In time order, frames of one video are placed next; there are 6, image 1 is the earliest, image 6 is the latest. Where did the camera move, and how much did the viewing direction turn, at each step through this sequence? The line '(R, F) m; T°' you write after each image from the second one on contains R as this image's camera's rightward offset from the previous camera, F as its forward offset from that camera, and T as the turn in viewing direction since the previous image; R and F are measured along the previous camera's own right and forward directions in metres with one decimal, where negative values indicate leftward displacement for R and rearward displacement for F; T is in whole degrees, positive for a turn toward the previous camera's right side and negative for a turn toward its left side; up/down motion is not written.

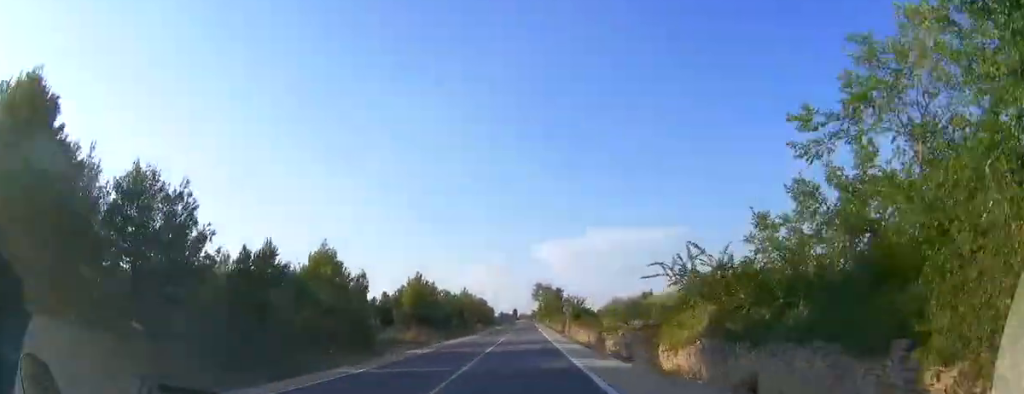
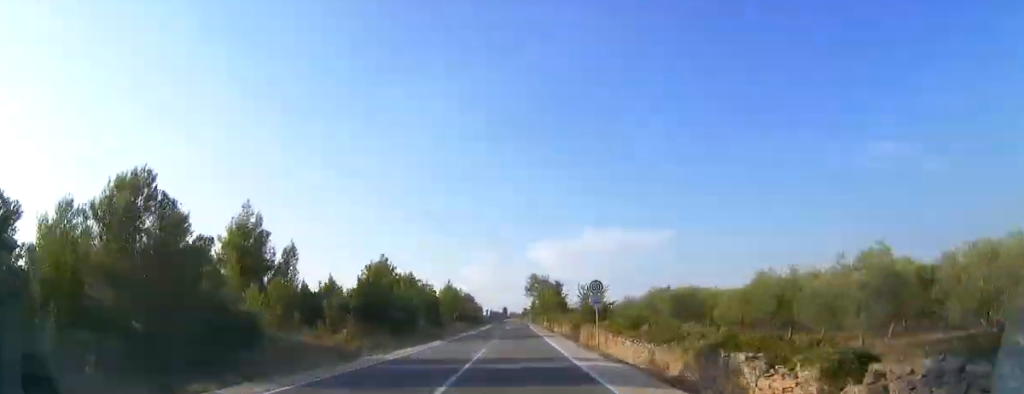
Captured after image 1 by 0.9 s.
(+0.4, +18.1) m; +1°
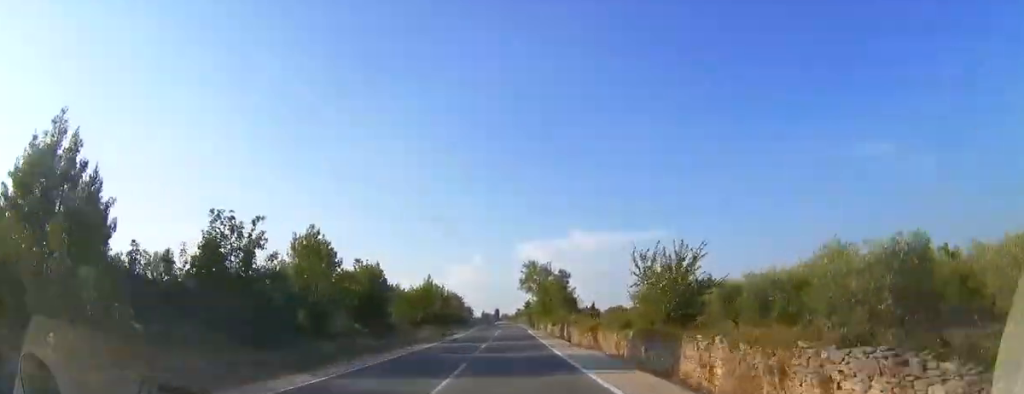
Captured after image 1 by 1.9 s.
(+0.4, +22.2) m; +1°
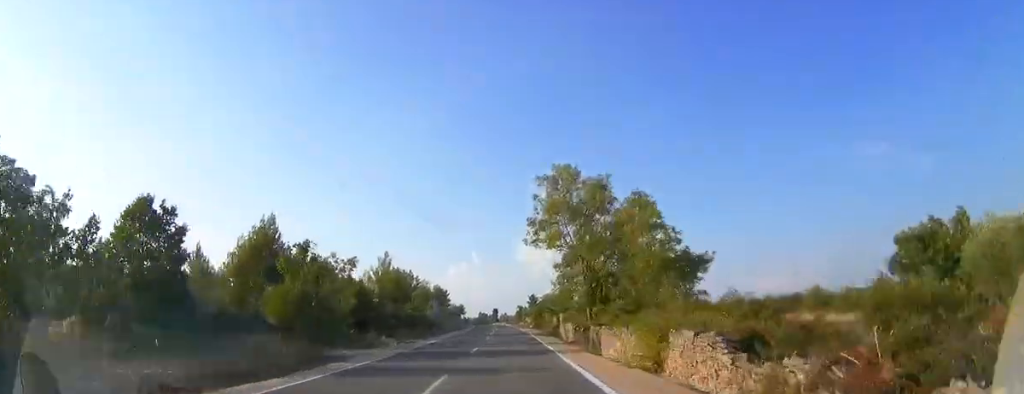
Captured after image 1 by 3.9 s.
(+0.6, +41.6) m; +1°
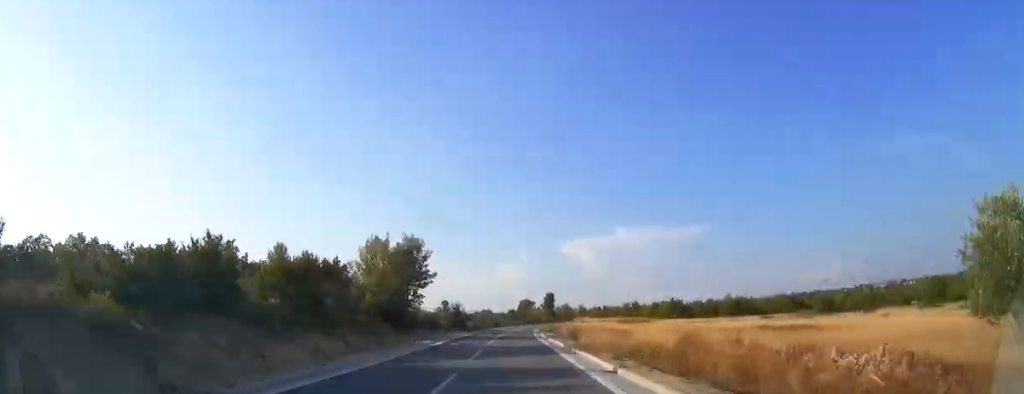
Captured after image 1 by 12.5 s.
(-6.0, +175.6) m; -3°
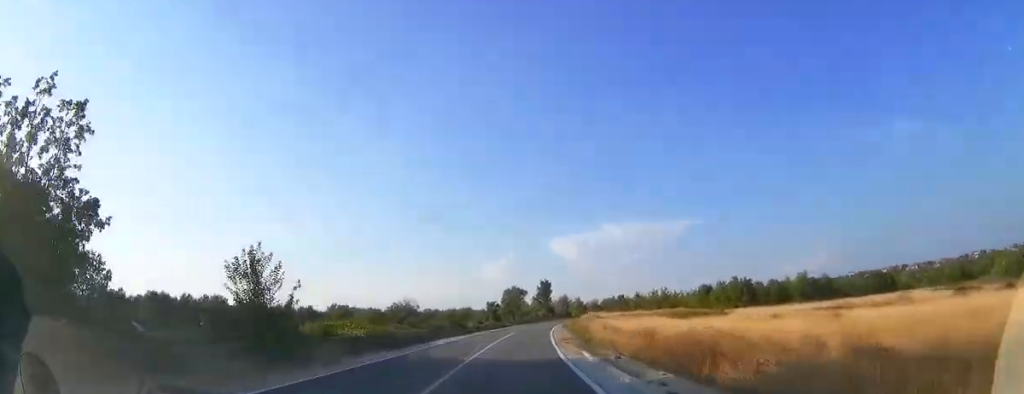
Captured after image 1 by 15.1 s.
(0.0, +52.3) m; +1°
